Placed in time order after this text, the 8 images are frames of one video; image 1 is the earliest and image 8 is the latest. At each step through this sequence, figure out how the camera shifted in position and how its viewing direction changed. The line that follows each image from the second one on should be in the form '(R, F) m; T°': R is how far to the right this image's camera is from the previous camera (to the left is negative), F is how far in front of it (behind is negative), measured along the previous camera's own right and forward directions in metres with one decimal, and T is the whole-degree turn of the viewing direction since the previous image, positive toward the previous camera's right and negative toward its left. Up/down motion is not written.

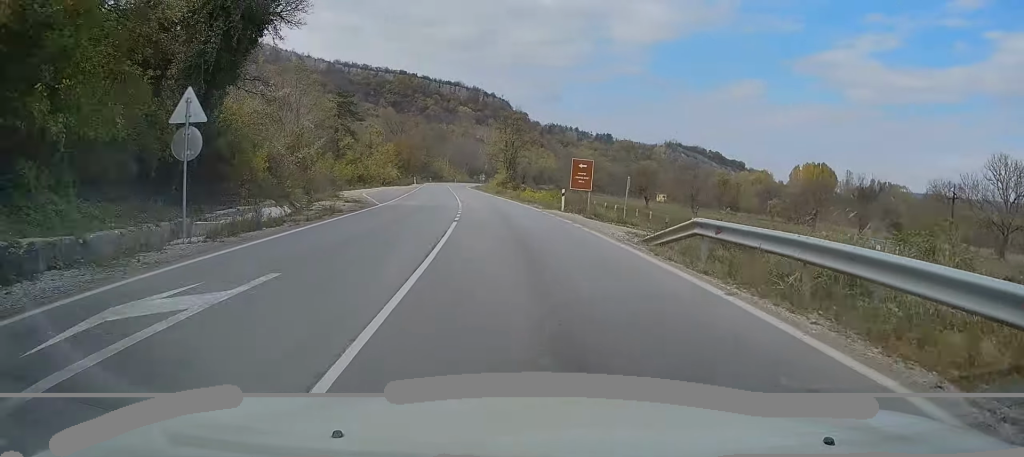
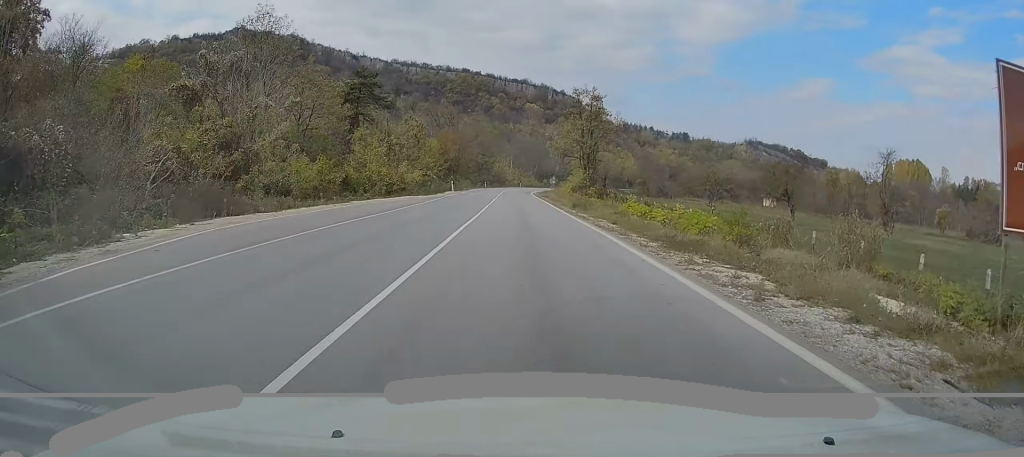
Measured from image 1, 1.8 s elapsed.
(-1.6, +31.3) m; -6°
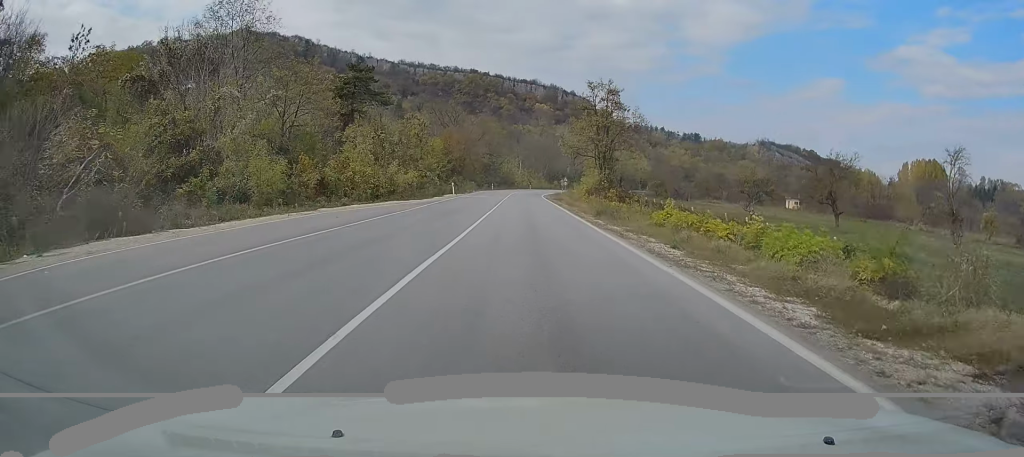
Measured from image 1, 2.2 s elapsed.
(-0.2, +7.8) m; -1°
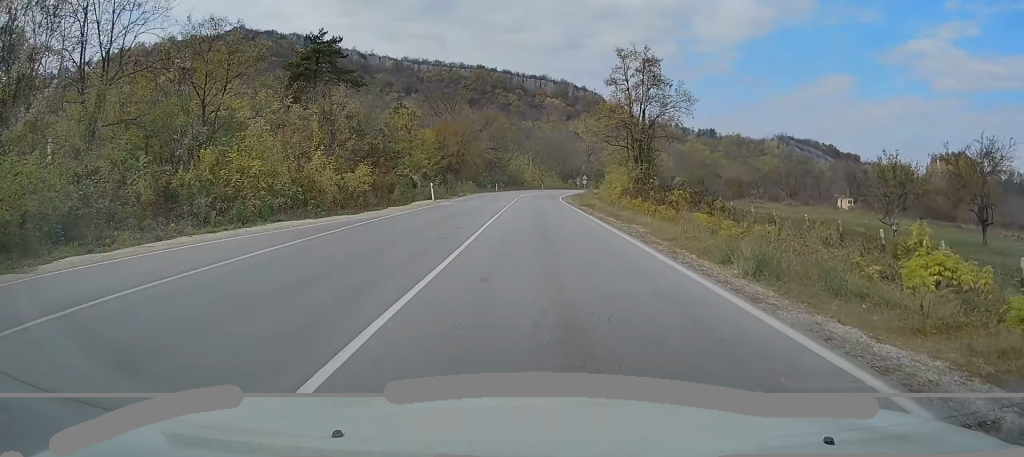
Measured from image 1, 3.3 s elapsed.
(0.0, +19.6) m; -2°
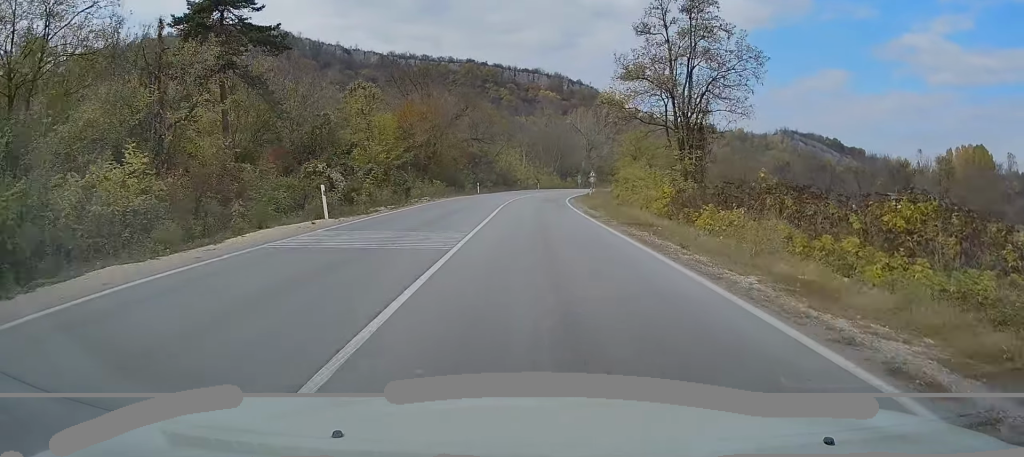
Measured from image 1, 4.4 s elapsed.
(-0.4, +21.2) m; 0°
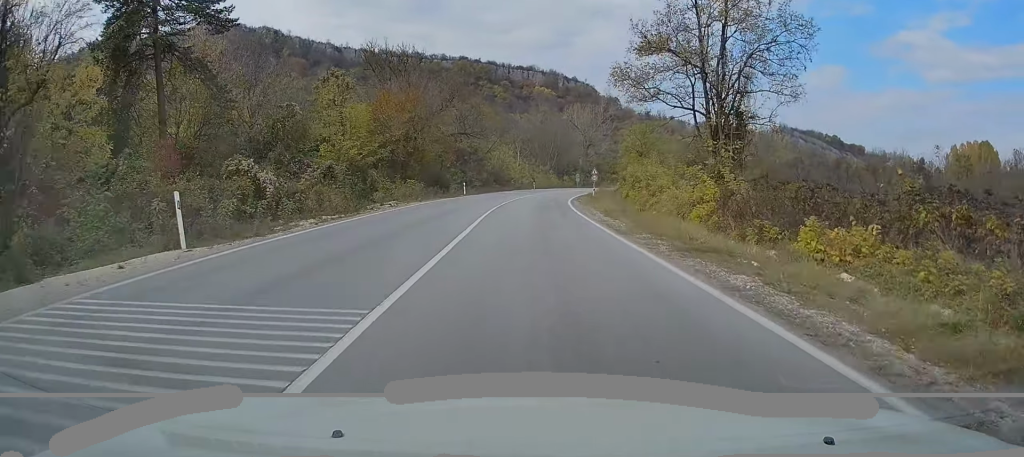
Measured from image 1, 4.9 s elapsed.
(+0.1, +8.8) m; +1°
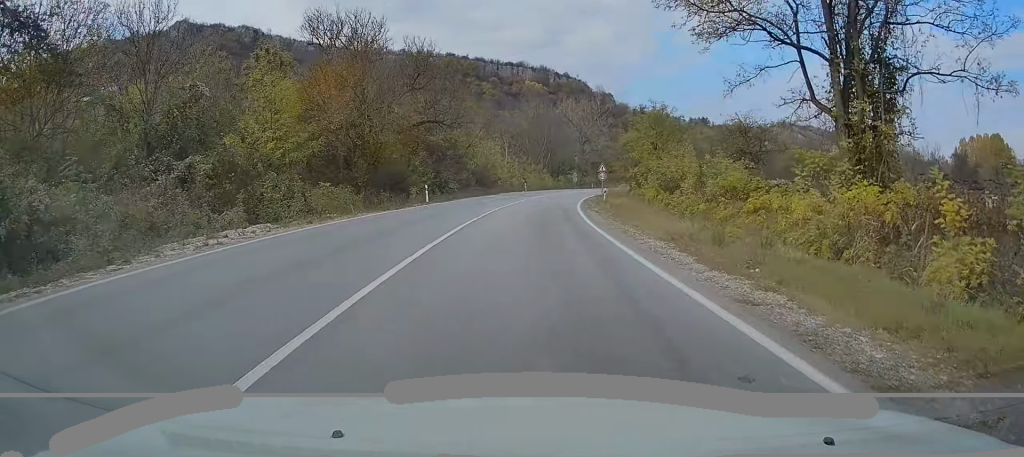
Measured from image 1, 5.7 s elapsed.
(+0.2, +15.7) m; +1°
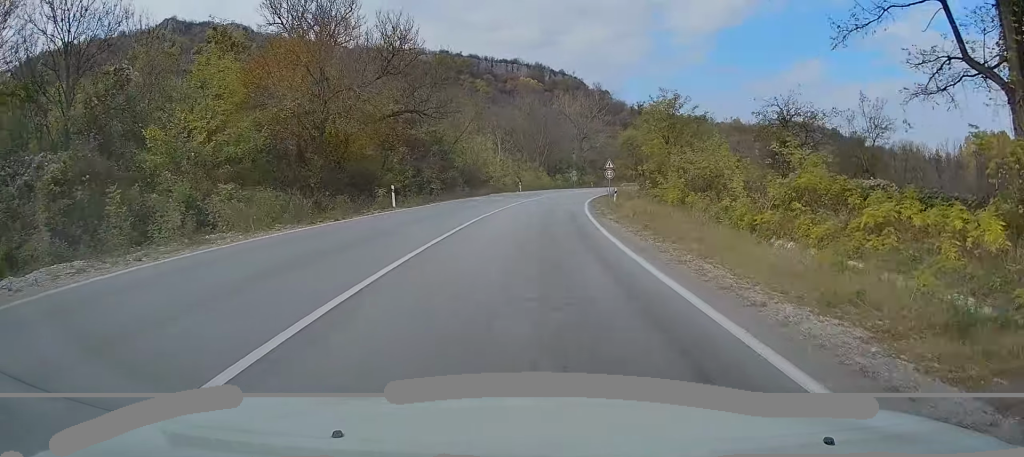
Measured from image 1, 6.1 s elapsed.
(0.0, +8.1) m; 0°
